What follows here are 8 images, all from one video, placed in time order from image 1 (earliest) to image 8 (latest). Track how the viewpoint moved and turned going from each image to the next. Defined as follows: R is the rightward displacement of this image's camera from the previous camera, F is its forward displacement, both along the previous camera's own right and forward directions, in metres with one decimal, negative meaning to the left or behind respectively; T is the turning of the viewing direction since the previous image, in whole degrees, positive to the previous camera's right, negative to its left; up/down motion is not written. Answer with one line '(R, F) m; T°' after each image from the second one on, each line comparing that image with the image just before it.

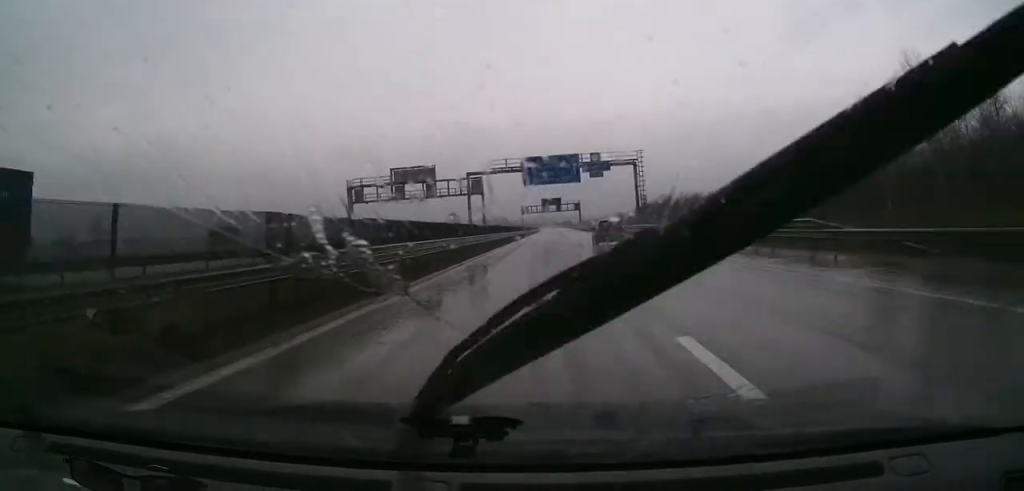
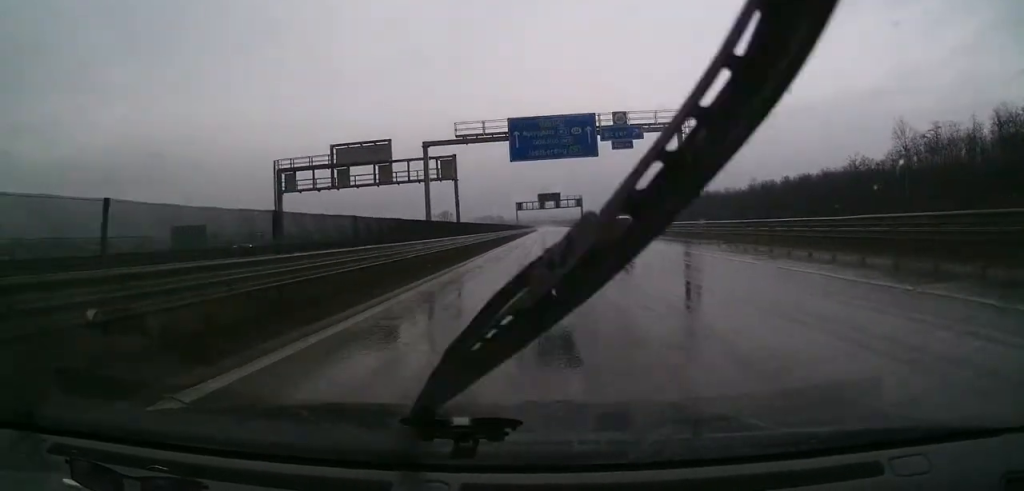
(+0.1, +21.2) m; 0°
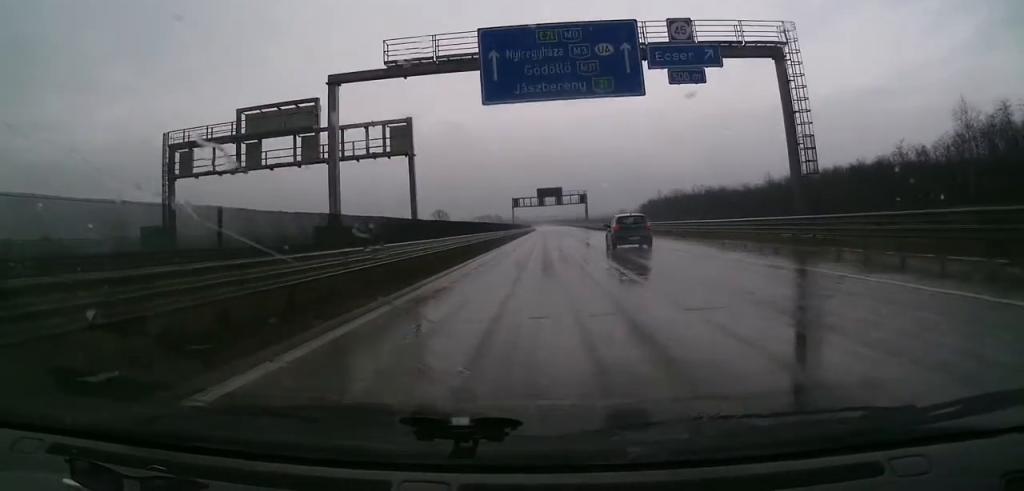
(+0.2, +18.5) m; 0°
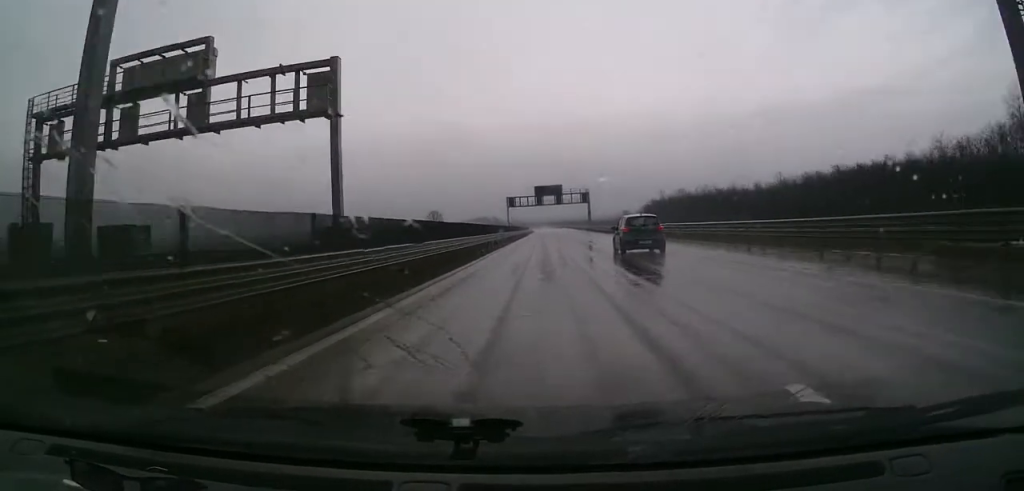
(0.0, +13.6) m; 0°
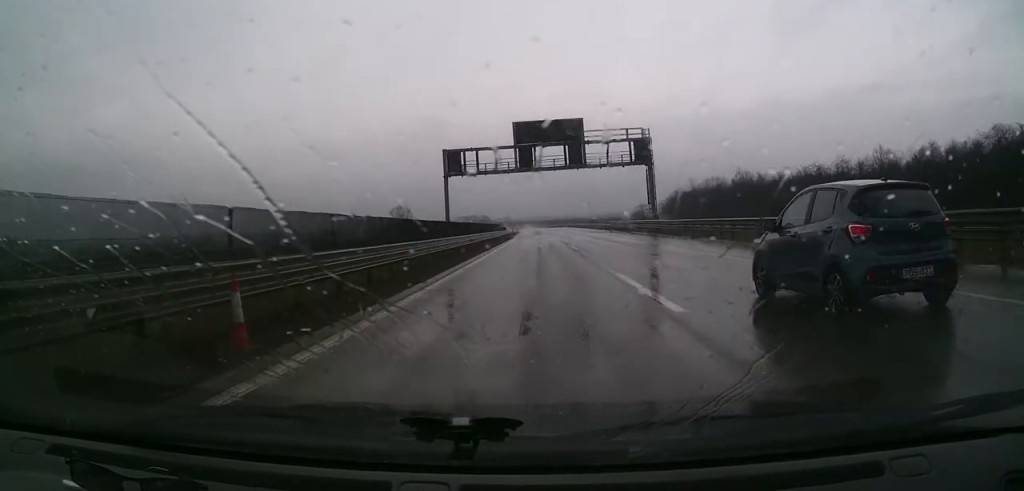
(+0.1, +88.8) m; +1°
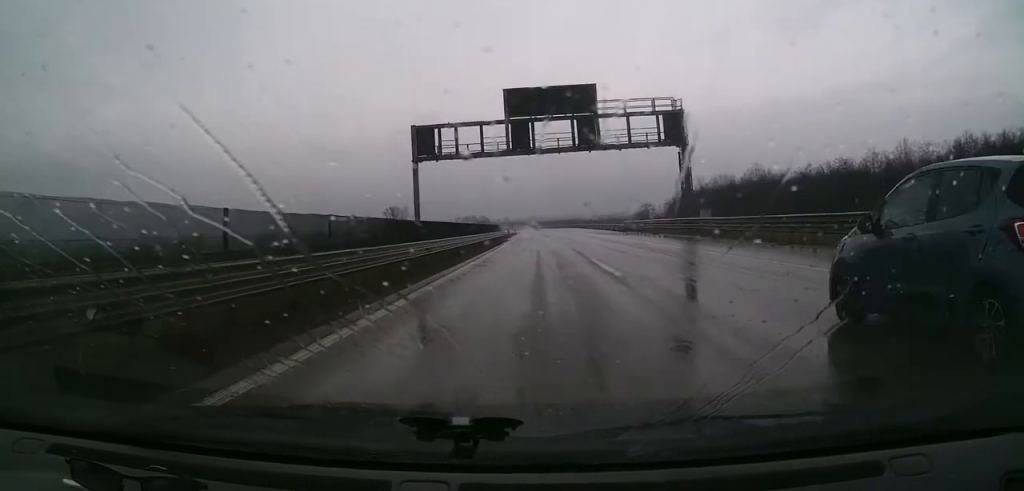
(+0.1, +14.0) m; 0°
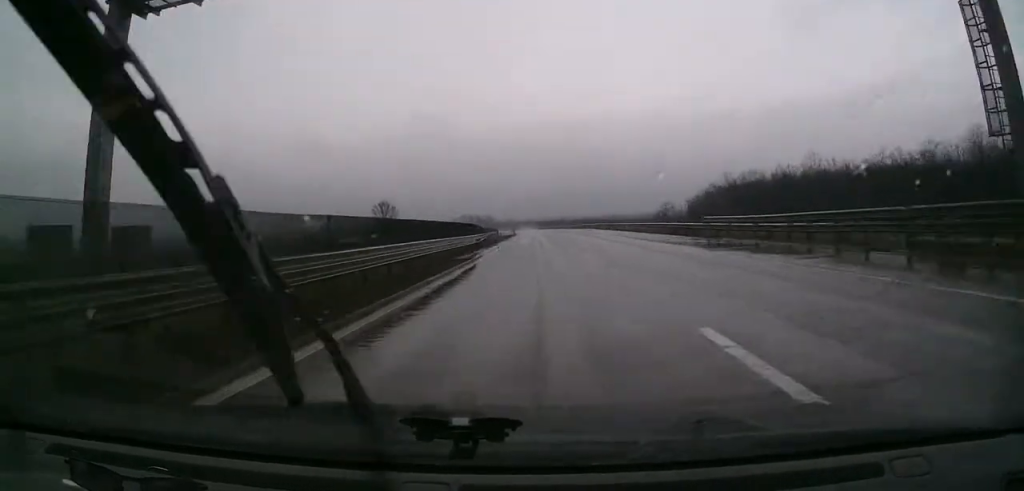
(+0.1, +32.0) m; 0°
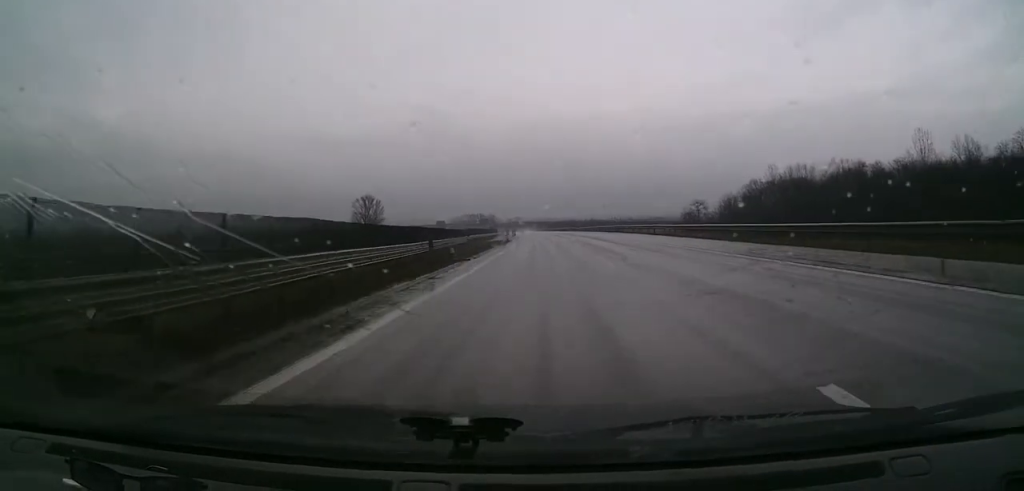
(+0.1, +40.0) m; 0°
